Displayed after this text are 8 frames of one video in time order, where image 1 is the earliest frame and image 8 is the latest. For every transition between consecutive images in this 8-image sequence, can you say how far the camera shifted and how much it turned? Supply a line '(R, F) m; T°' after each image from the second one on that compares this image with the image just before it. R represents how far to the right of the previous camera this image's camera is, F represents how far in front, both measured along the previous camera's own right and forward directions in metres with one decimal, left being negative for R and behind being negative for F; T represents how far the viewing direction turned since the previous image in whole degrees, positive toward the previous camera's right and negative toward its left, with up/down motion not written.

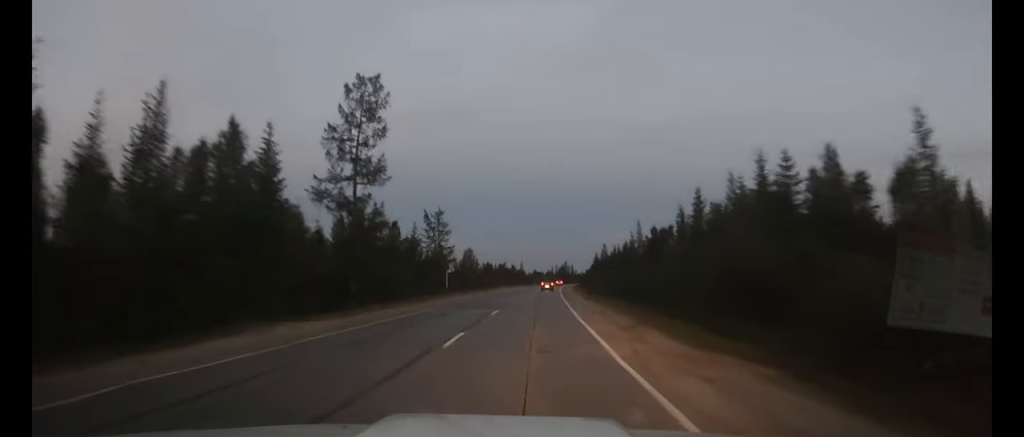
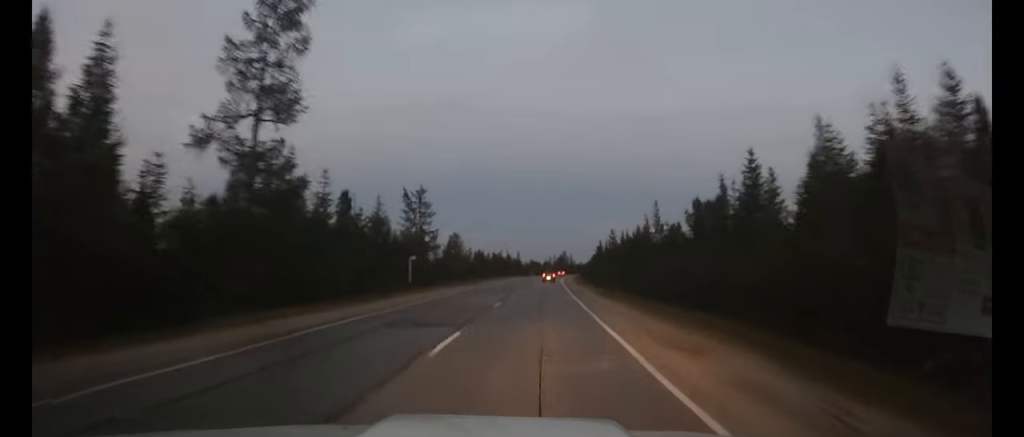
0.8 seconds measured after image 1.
(0.0, +14.6) m; 0°
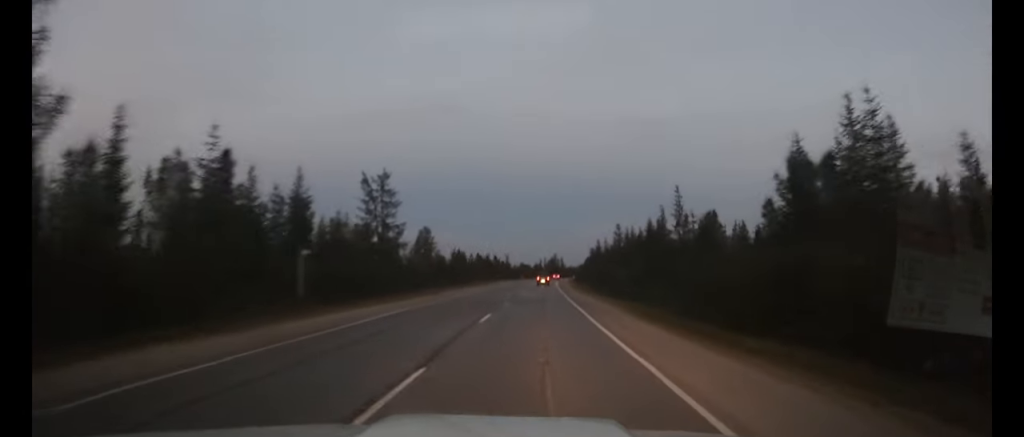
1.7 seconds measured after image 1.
(+0.1, +16.5) m; +1°
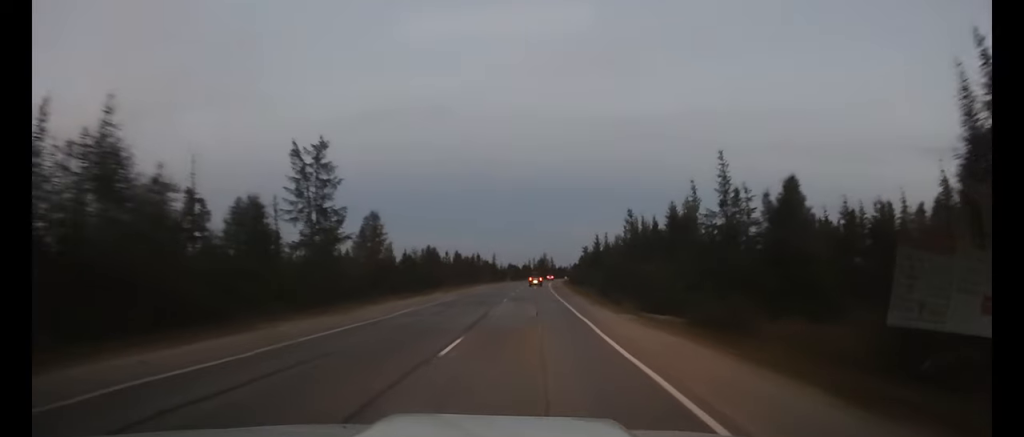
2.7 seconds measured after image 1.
(+0.1, +18.4) m; +1°
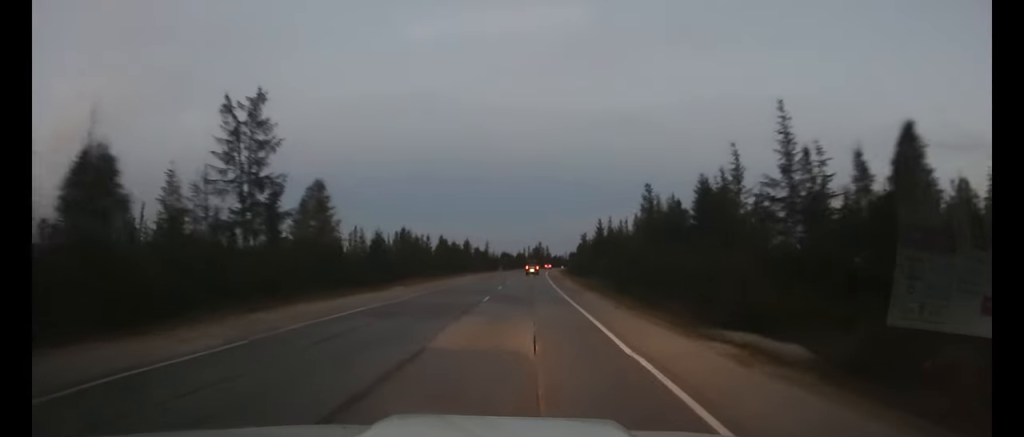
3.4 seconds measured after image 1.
(+0.1, +12.2) m; +1°
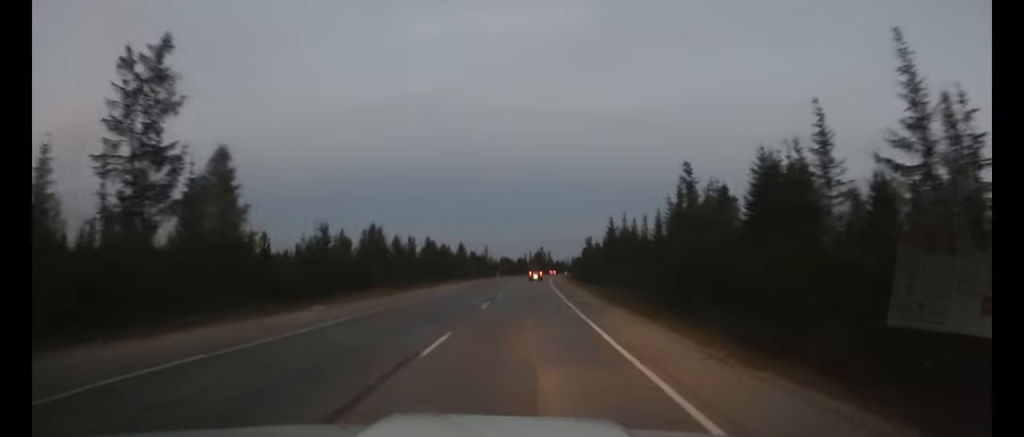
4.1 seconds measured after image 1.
(+0.1, +12.9) m; 0°
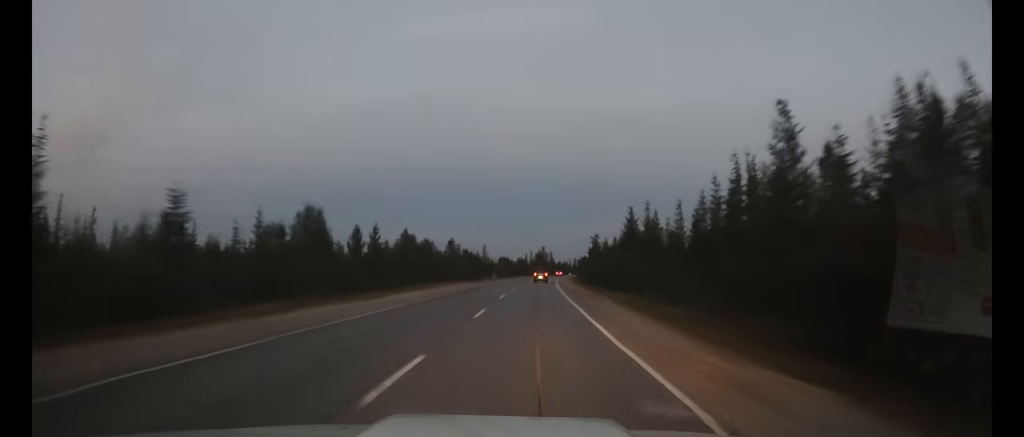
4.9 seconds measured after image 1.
(0.0, +15.3) m; 0°
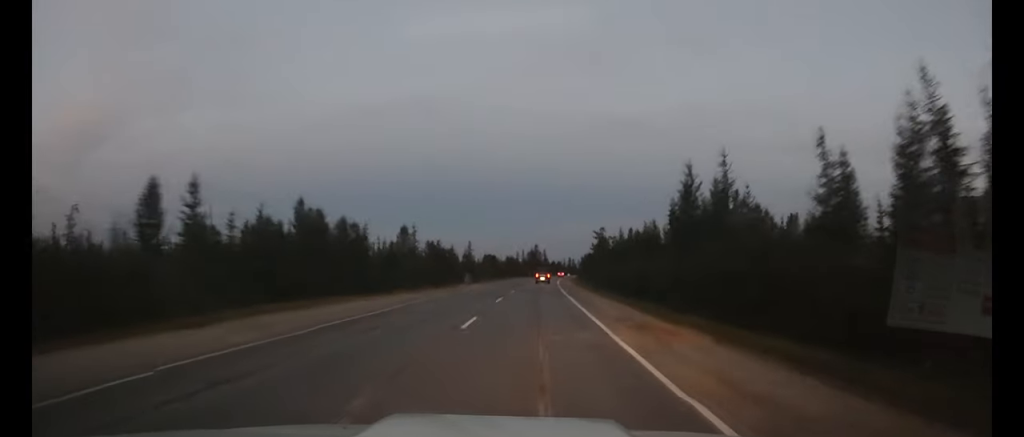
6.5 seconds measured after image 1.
(0.0, +28.9) m; 0°
